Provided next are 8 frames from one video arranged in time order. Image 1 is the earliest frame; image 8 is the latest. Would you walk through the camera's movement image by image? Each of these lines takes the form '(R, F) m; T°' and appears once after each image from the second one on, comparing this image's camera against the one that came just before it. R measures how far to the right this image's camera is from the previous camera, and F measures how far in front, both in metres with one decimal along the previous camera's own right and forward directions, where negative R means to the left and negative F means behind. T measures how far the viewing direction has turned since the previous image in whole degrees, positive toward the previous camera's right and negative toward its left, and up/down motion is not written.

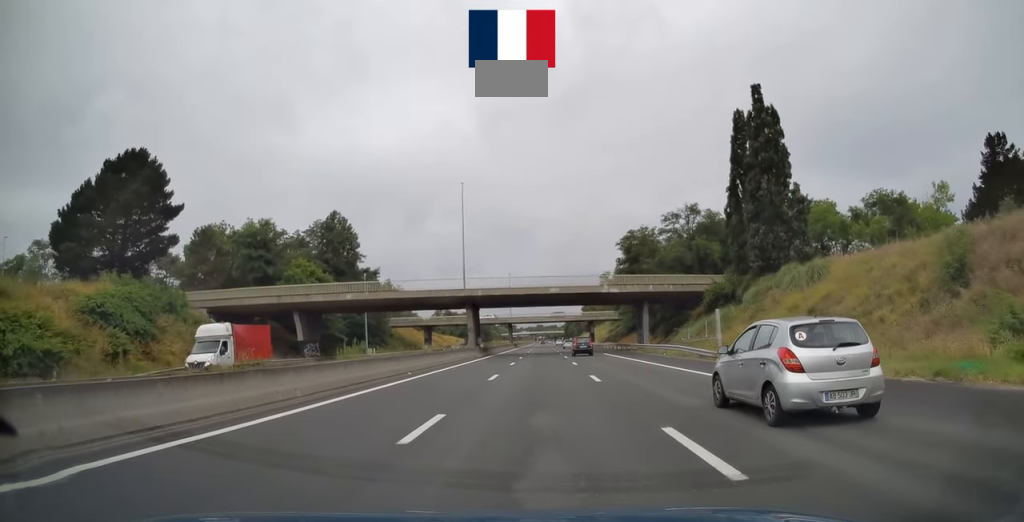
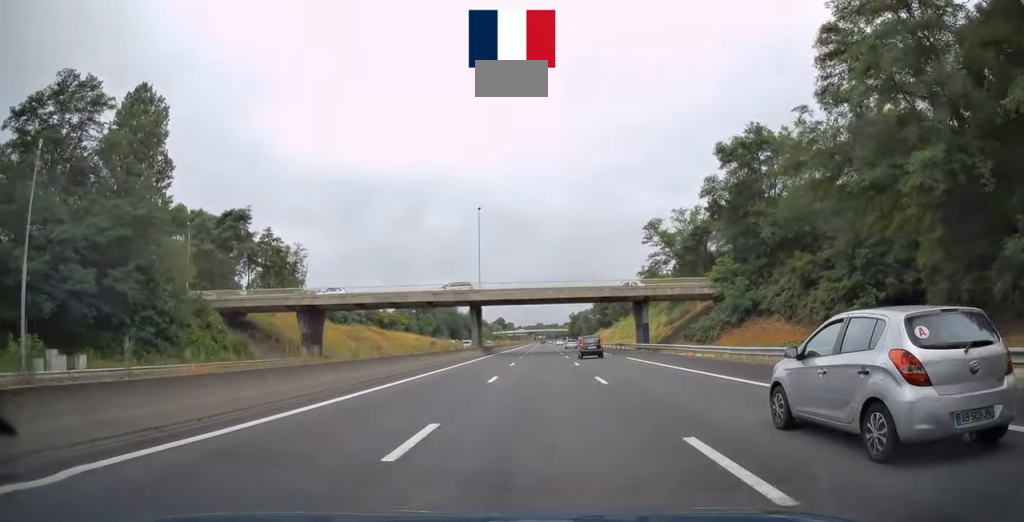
(-0.4, +66.8) m; -1°
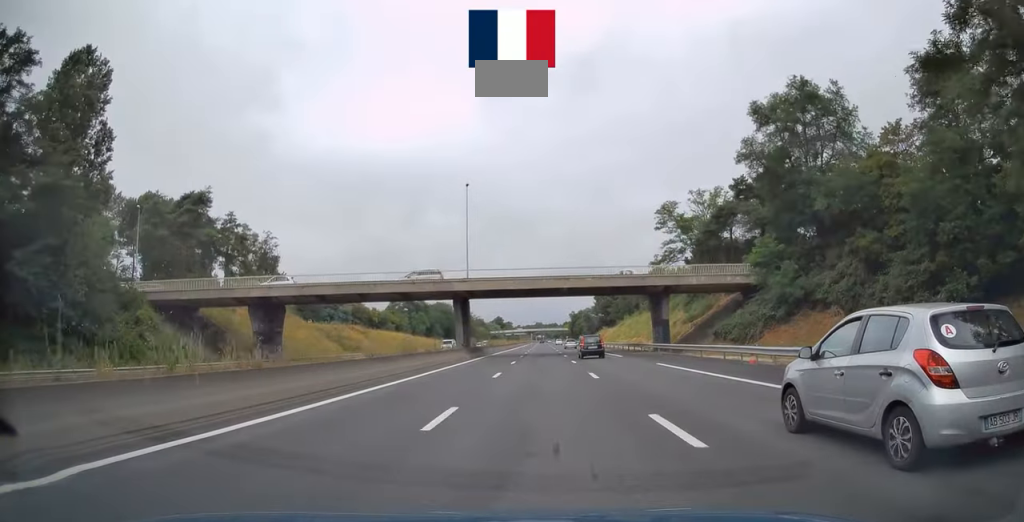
(0.0, +10.7) m; 0°
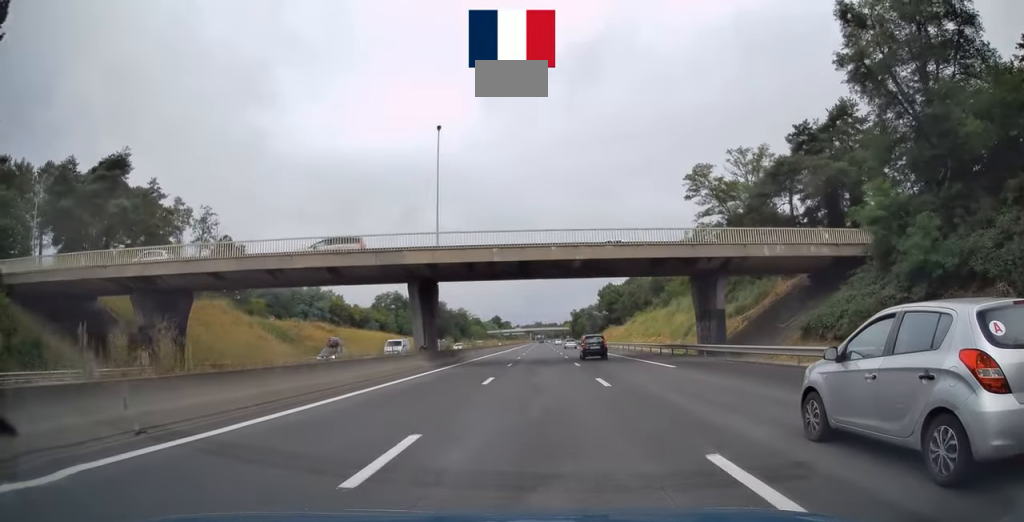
(0.0, +16.7) m; 0°
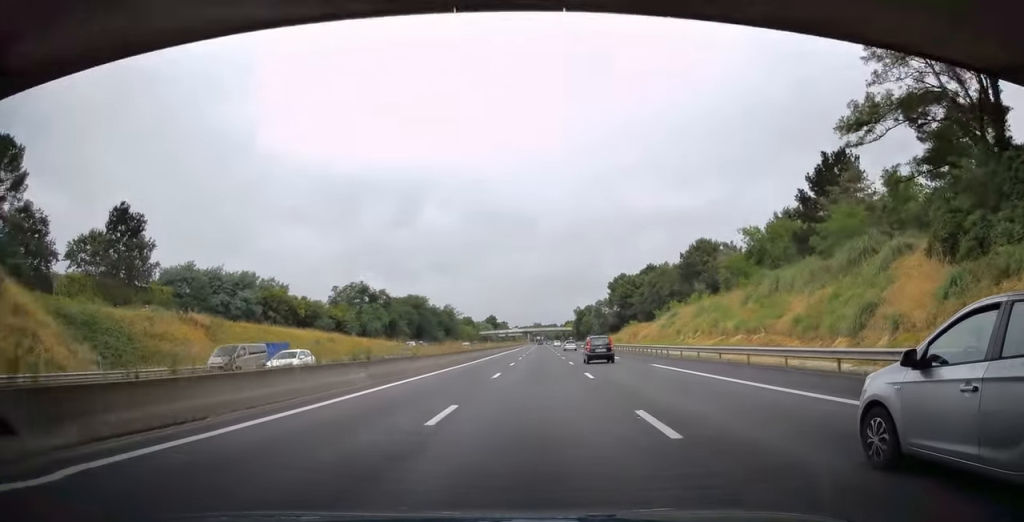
(+0.3, +35.2) m; +1°
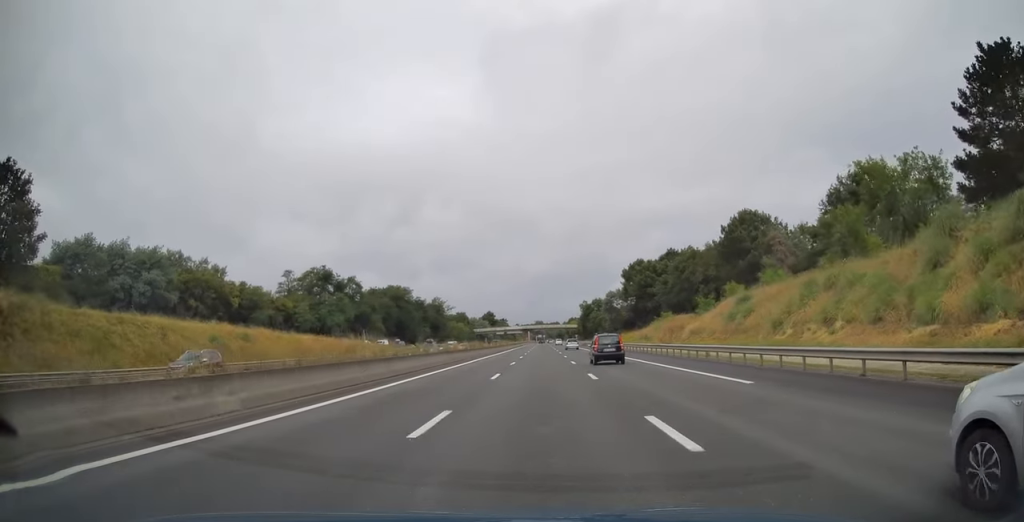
(+0.1, +27.5) m; 0°
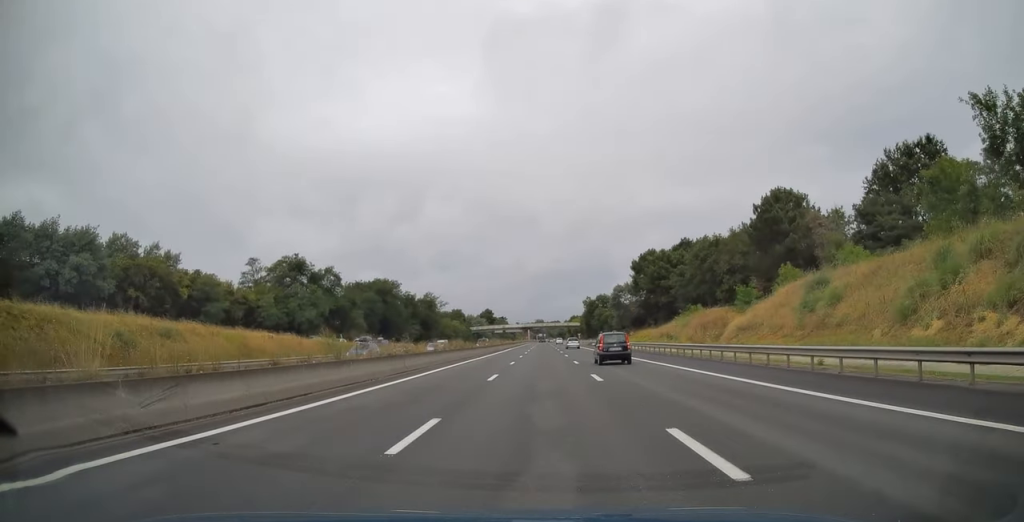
(-0.2, +14.6) m; 0°
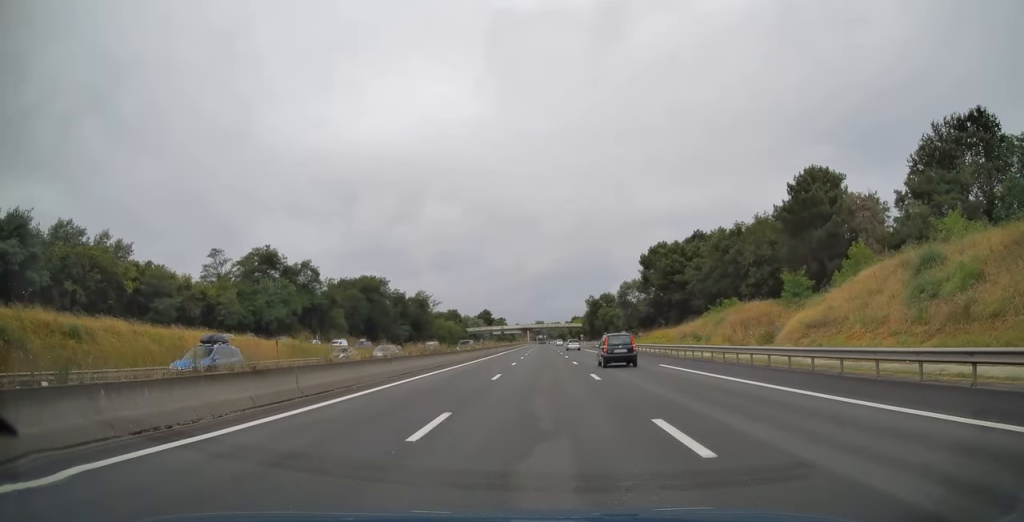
(+0.1, +12.1) m; 0°
